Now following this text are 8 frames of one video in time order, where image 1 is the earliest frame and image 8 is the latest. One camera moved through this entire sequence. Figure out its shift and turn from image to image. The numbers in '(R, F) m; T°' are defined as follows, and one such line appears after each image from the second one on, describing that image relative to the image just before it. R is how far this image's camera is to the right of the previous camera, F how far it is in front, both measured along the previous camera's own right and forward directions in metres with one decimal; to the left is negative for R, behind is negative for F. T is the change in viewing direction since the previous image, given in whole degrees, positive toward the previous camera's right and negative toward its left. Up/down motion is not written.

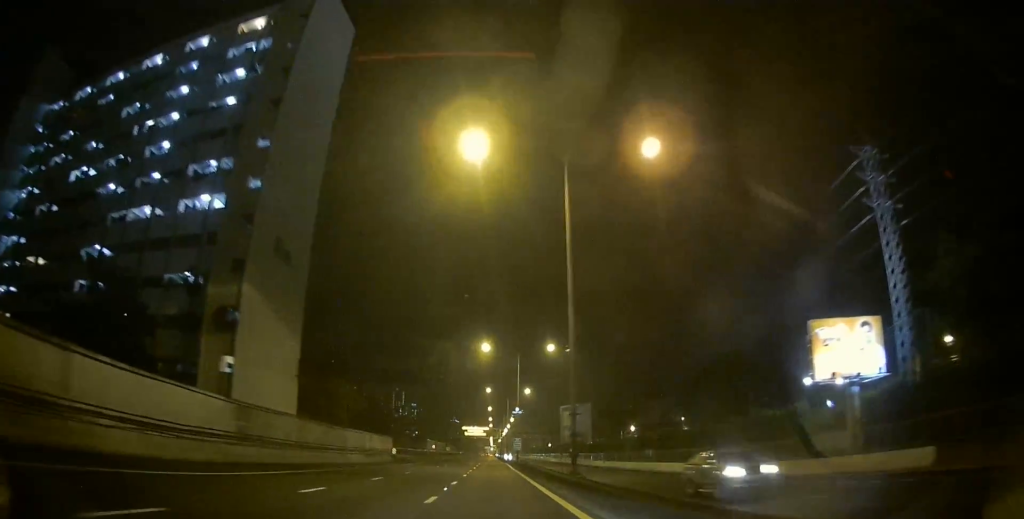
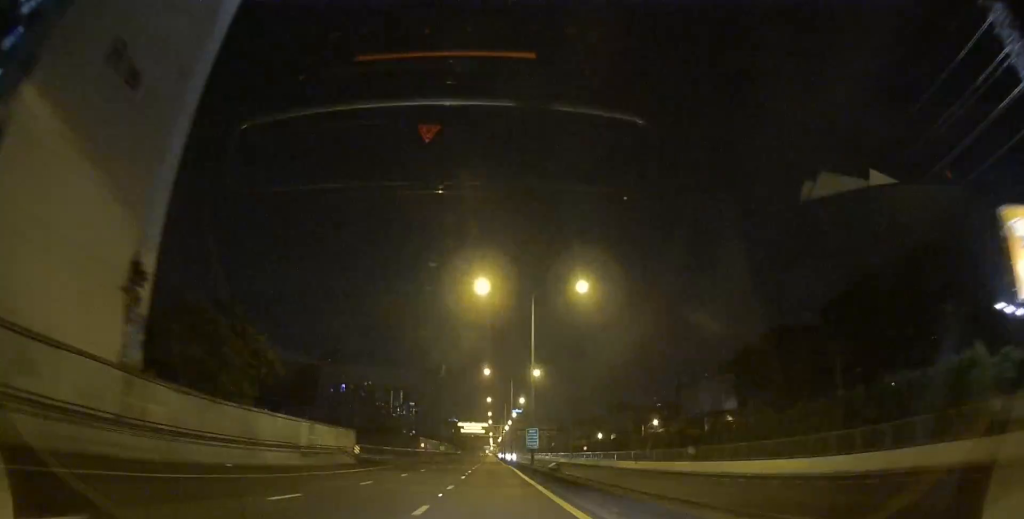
(0.0, +20.4) m; 0°
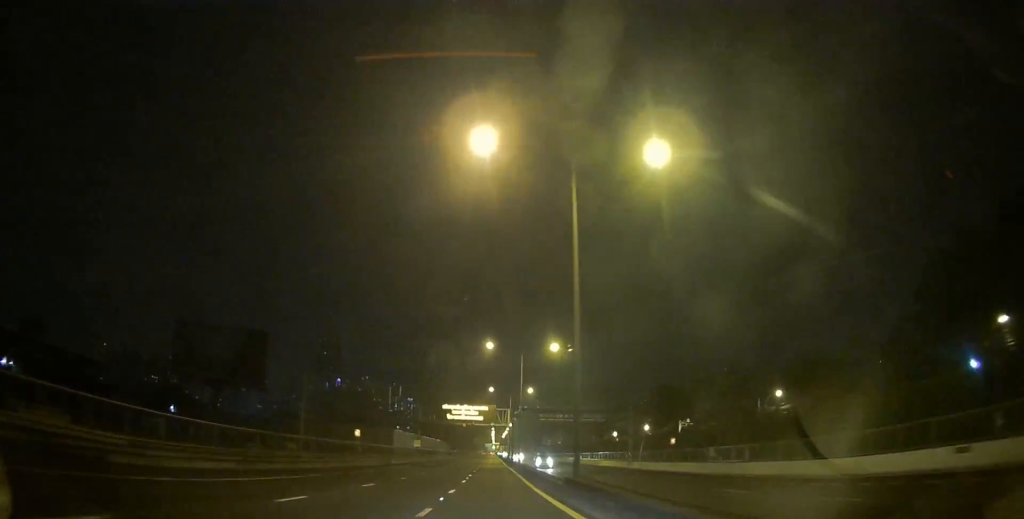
(-0.2, +54.4) m; 0°
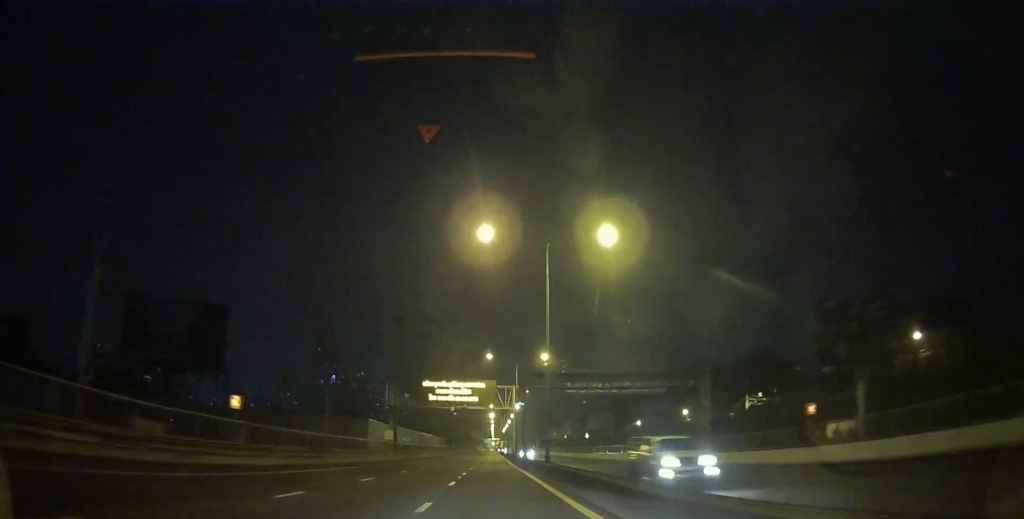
(0.0, +27.5) m; 0°
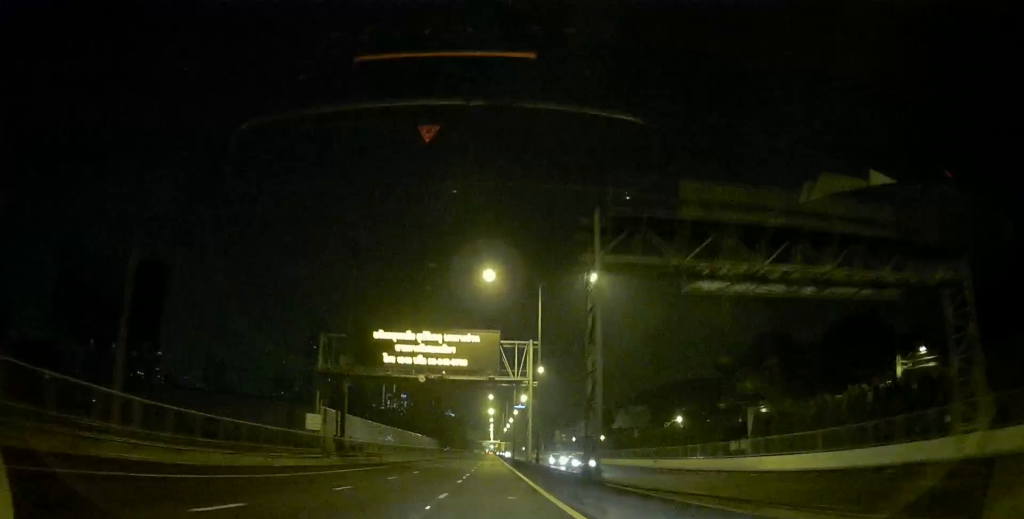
(0.0, +31.9) m; 0°
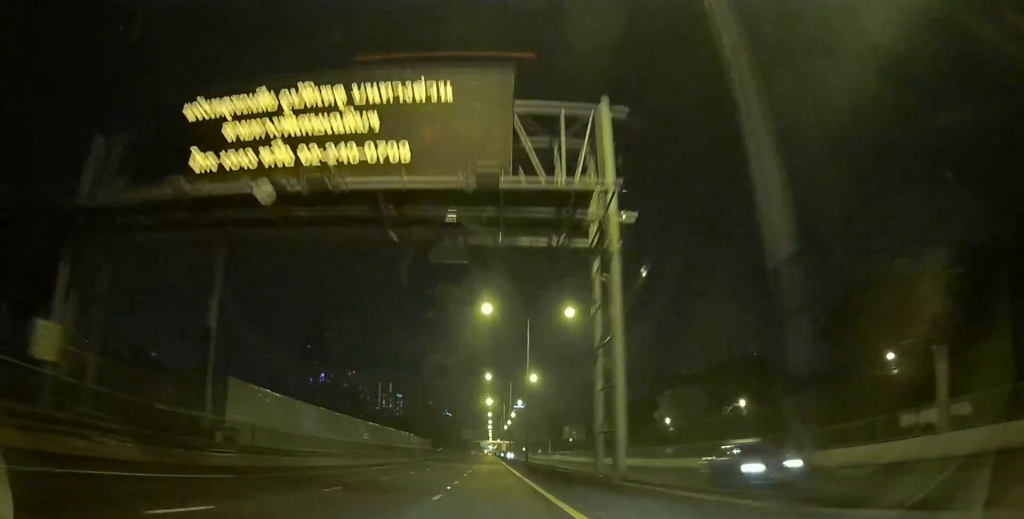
(0.0, +28.3) m; 0°
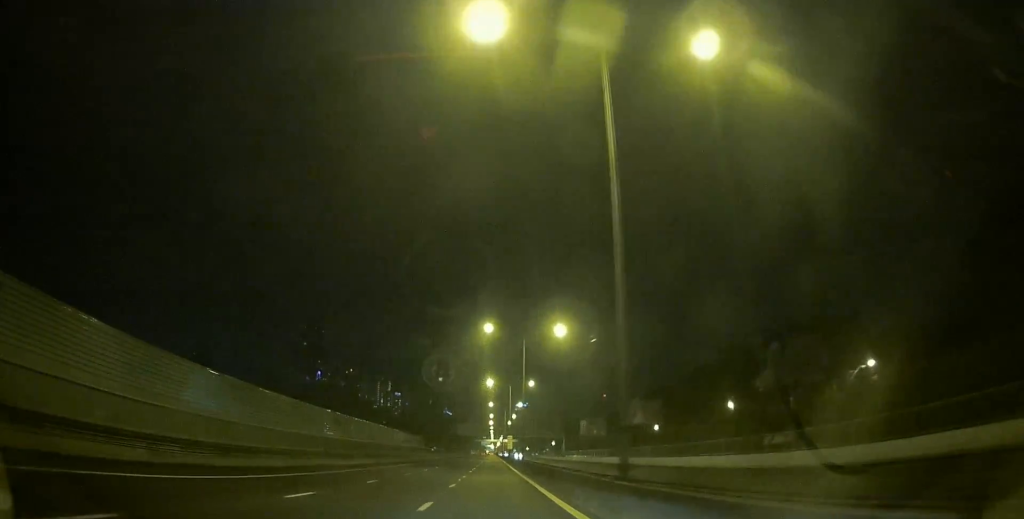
(0.0, +30.1) m; 0°
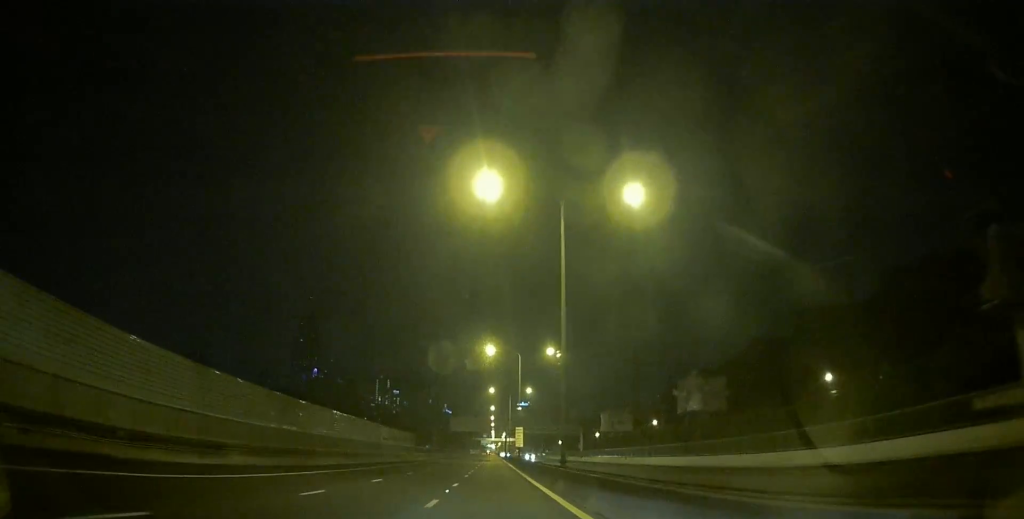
(0.0, +26.5) m; 0°
